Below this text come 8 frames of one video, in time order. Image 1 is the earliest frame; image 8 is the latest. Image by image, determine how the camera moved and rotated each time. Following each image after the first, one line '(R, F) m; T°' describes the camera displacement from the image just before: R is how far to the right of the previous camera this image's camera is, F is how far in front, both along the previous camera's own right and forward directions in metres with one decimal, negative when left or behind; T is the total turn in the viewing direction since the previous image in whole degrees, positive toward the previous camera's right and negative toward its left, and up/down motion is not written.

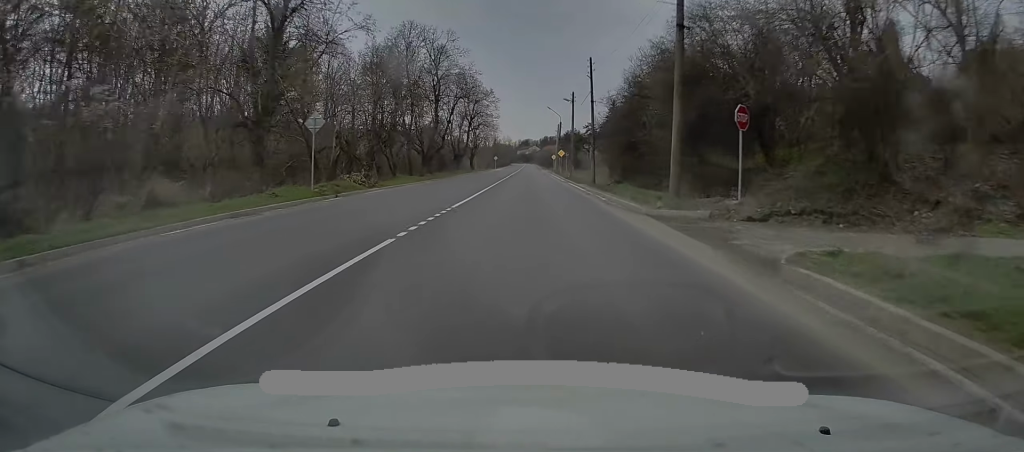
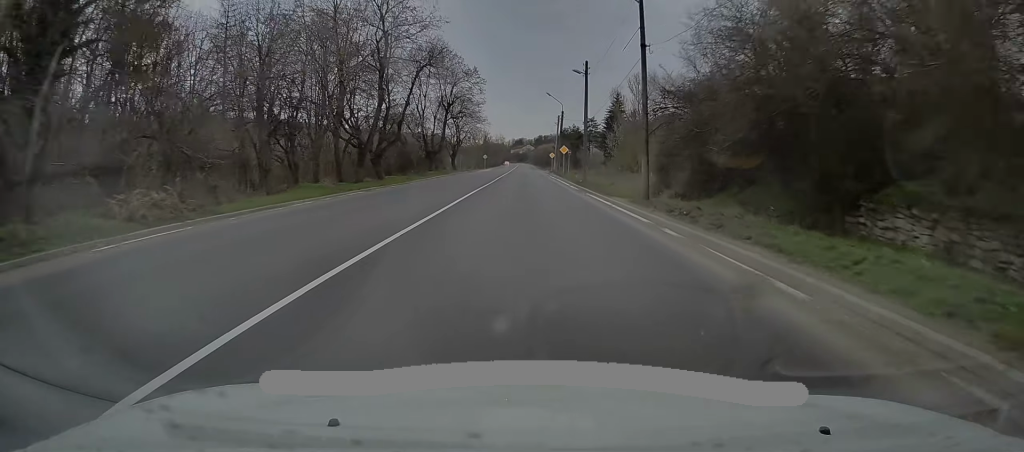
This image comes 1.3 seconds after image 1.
(+0.1, +18.9) m; 0°
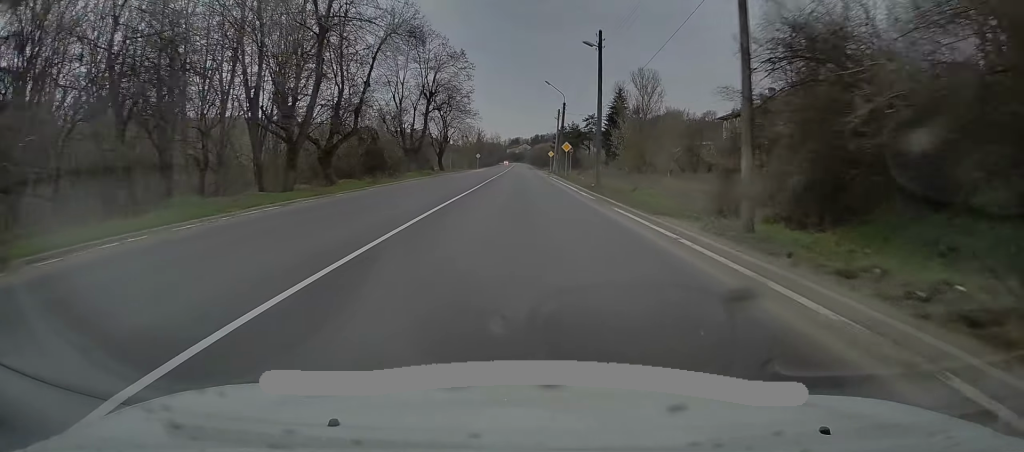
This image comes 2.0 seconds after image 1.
(-0.1, +10.2) m; 0°
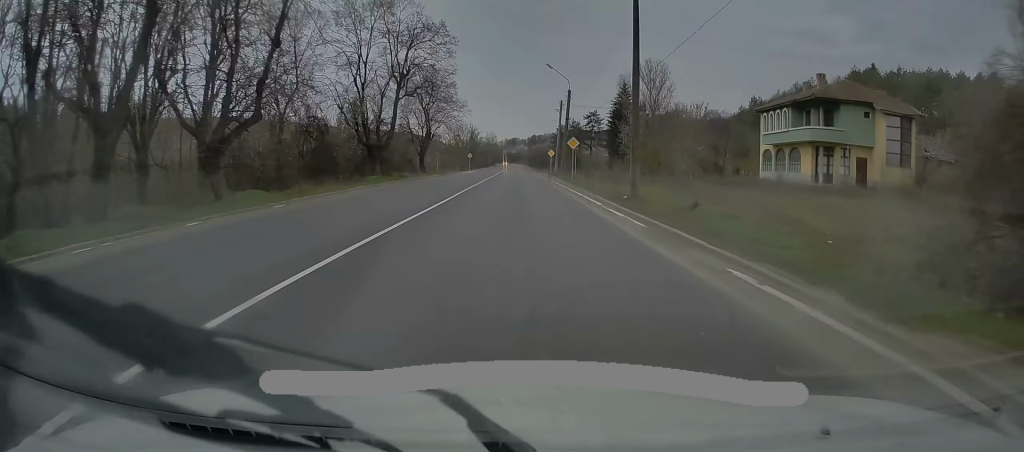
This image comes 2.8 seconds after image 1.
(0.0, +12.1) m; +1°
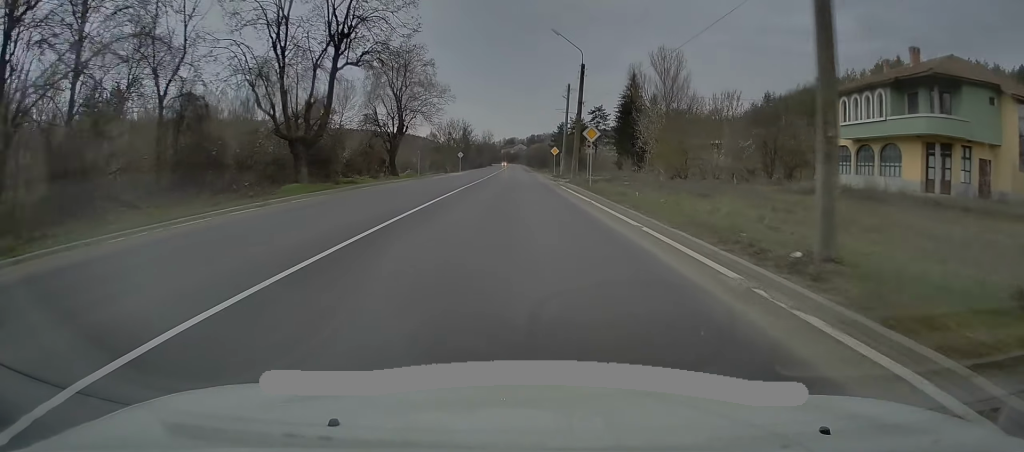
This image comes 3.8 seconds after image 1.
(+0.2, +14.6) m; +1°
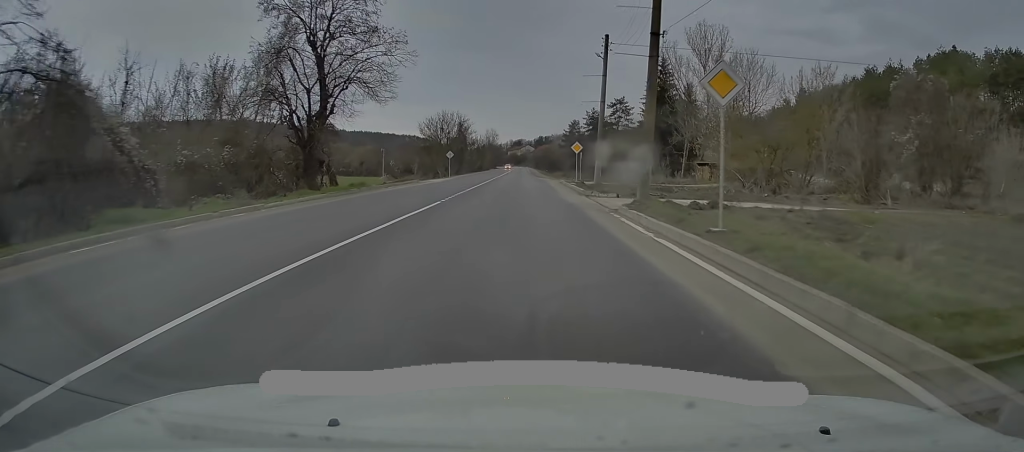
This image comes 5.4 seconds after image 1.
(-0.1, +22.6) m; -1°
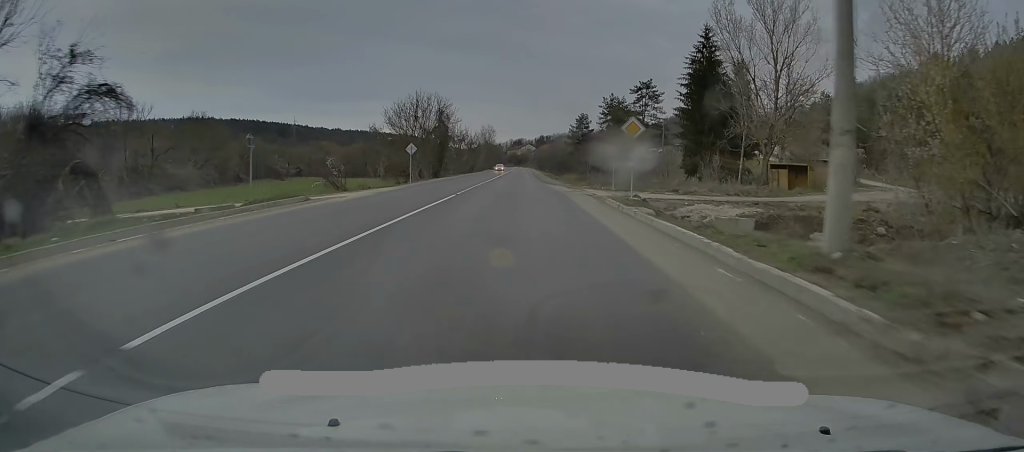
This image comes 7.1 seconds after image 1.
(0.0, +26.6) m; 0°
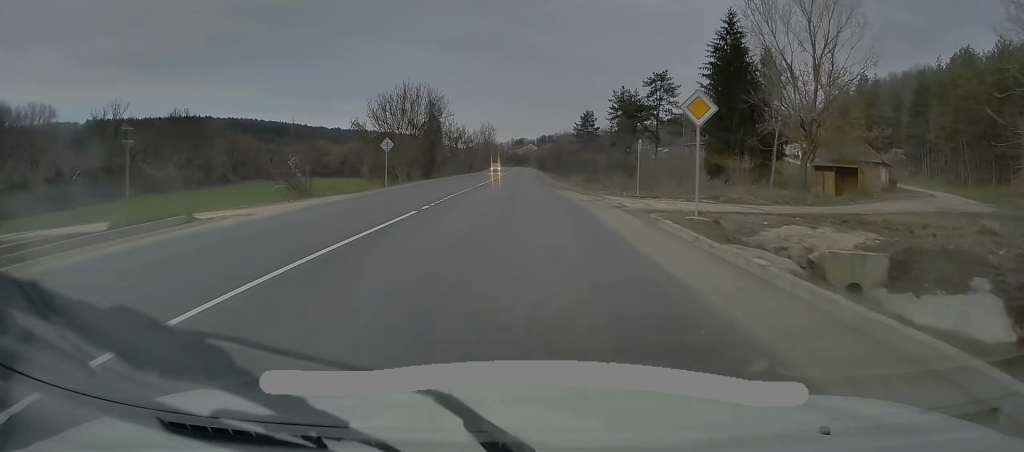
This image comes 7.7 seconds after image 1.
(0.0, +9.4) m; 0°
